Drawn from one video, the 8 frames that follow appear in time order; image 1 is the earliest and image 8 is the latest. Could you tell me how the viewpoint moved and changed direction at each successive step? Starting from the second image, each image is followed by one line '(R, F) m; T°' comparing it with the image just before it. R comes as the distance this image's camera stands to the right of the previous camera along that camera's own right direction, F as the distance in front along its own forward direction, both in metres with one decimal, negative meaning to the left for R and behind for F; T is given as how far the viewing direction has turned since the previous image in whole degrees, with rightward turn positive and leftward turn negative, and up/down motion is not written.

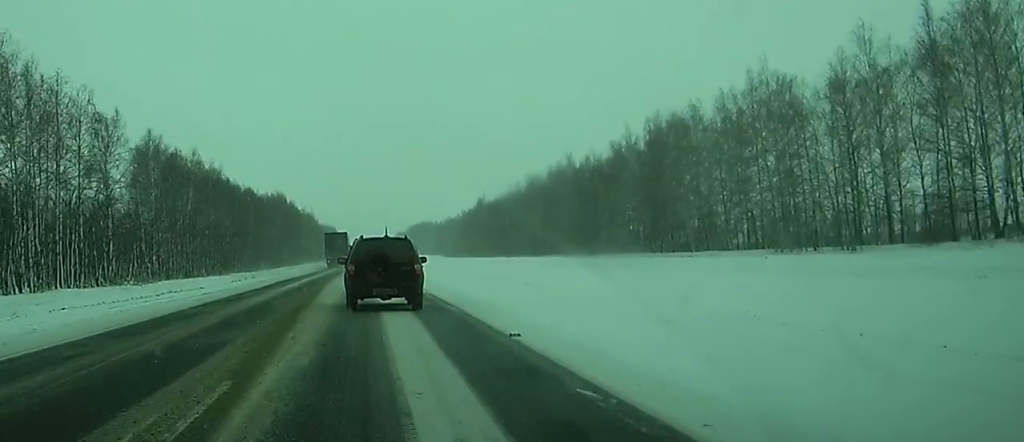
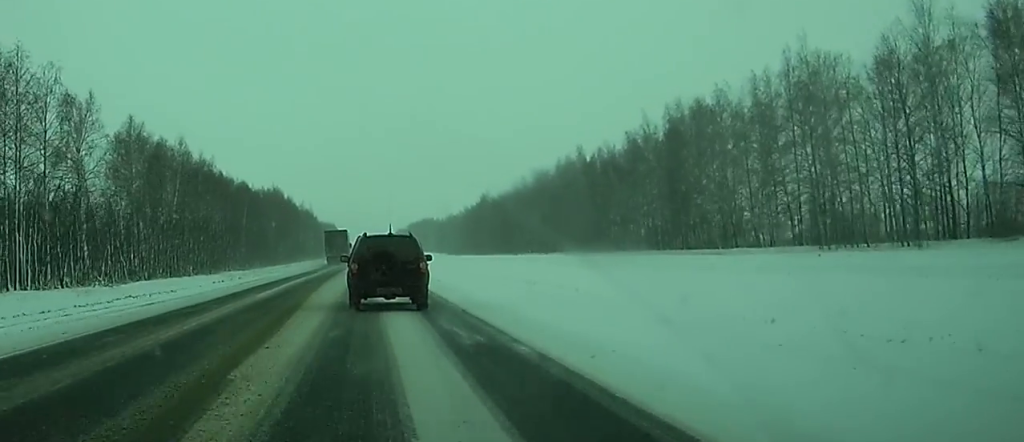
(0.0, +9.0) m; 0°
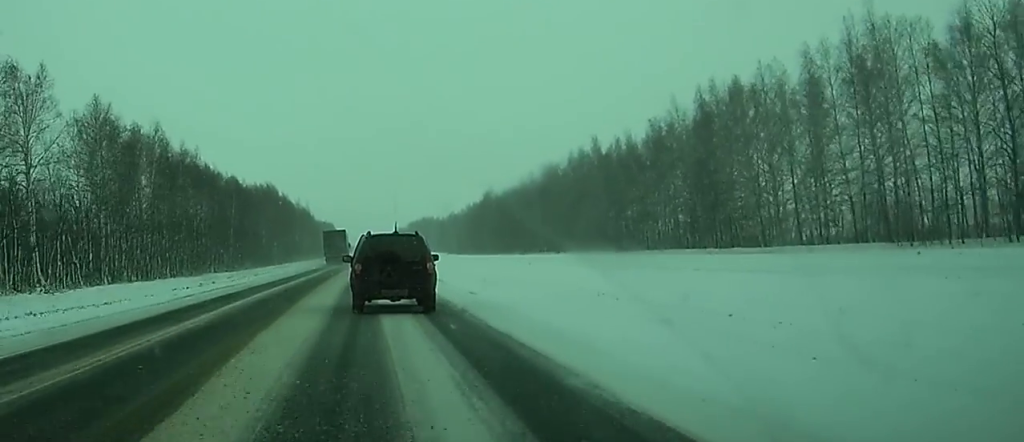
(-0.1, +12.7) m; 0°
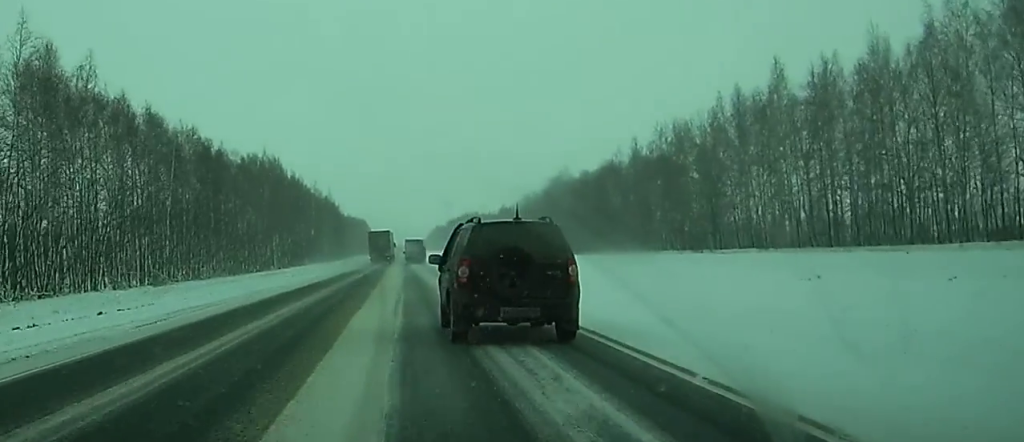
(-0.4, +63.8) m; -1°
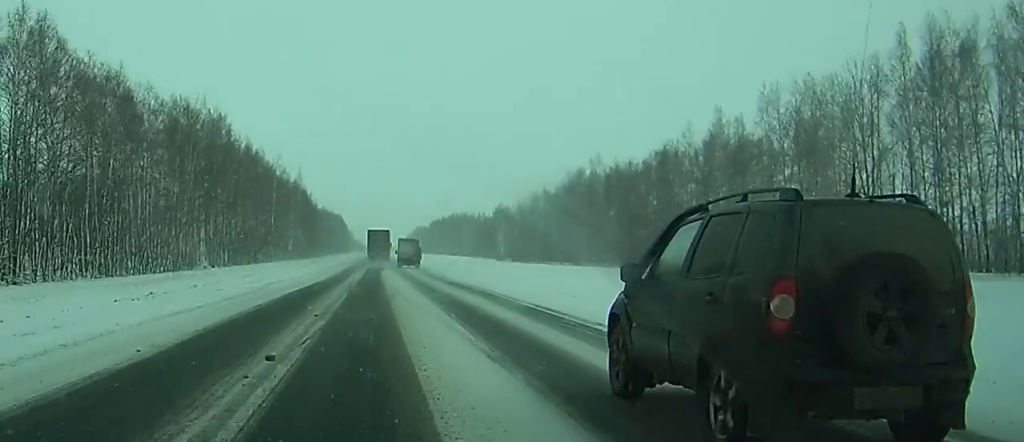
(-0.4, +45.7) m; 0°
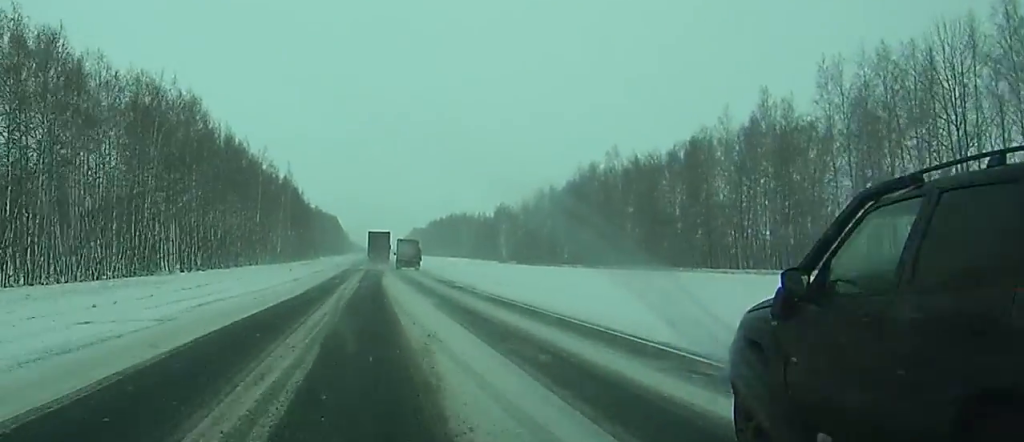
(0.0, +15.4) m; +1°
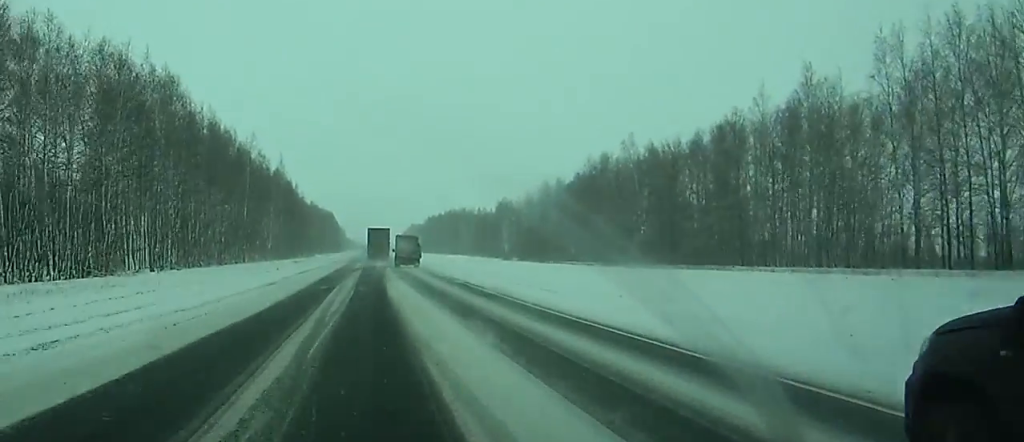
(+0.1, +11.5) m; 0°
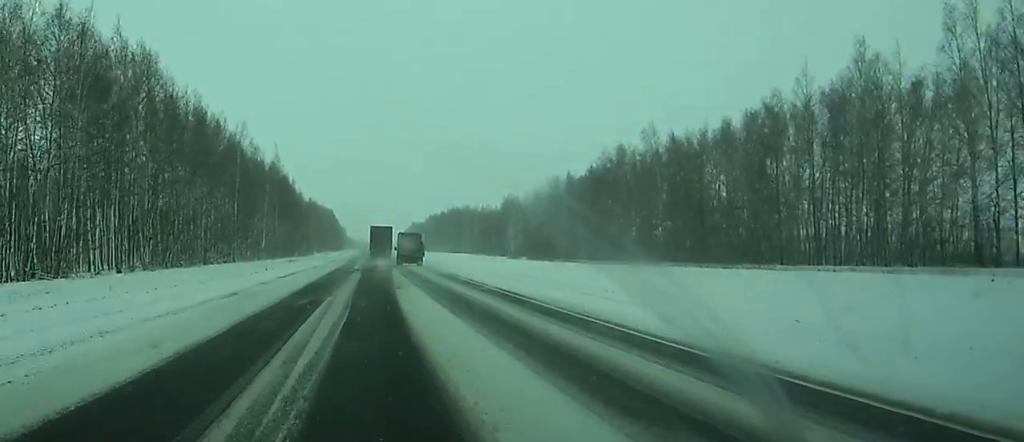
(0.0, +10.7) m; 0°
